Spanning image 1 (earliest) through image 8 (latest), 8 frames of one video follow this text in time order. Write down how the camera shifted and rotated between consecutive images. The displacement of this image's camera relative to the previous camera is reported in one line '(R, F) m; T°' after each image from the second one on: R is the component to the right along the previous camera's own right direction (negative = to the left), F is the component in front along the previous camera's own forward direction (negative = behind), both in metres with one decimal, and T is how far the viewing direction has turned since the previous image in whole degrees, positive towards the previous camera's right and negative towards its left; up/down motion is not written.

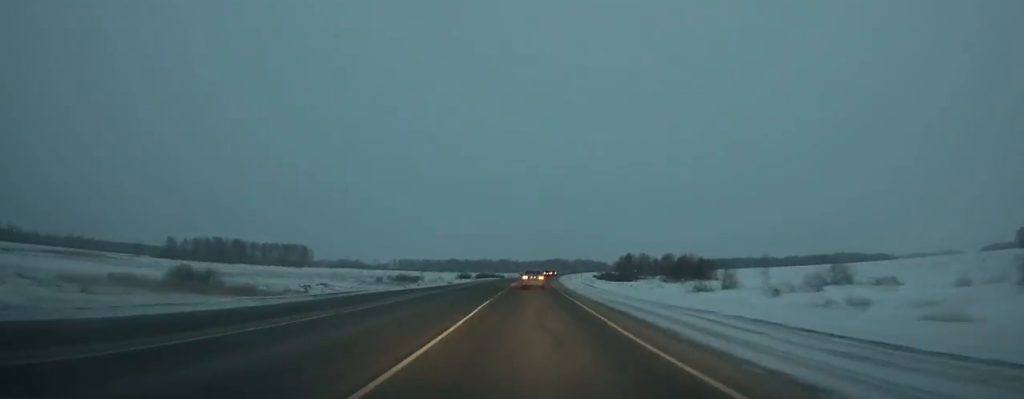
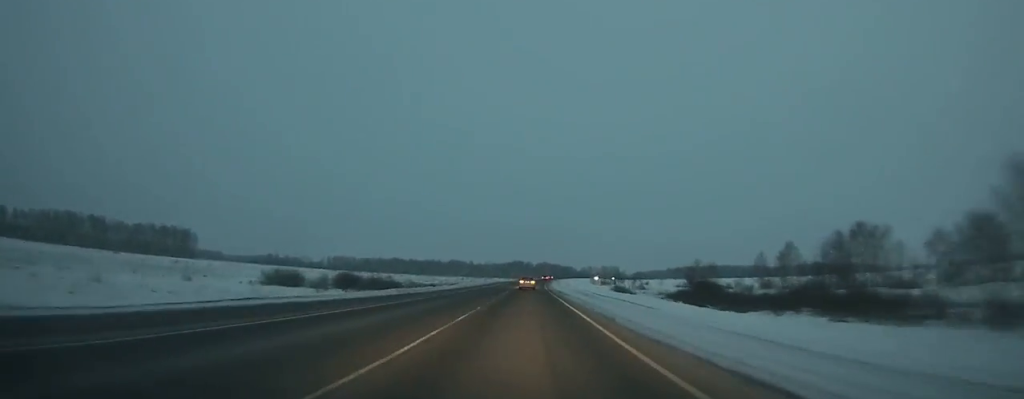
(+5.4, +158.0) m; +4°
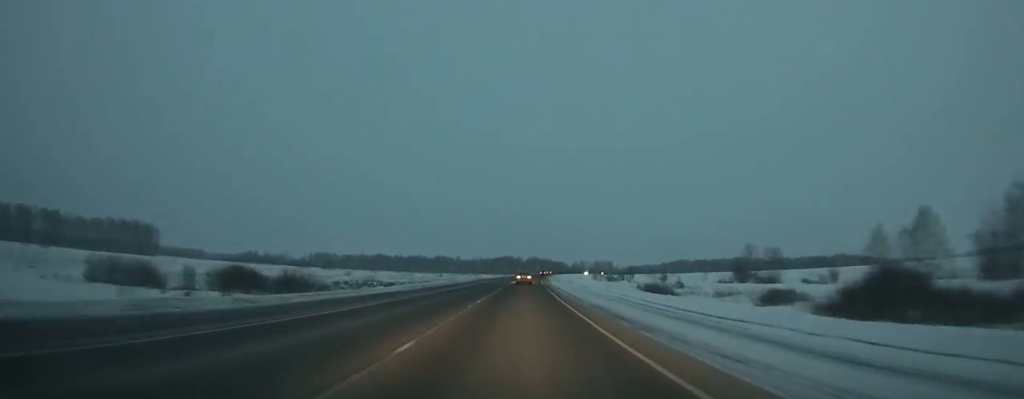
(+0.4, +38.0) m; +1°
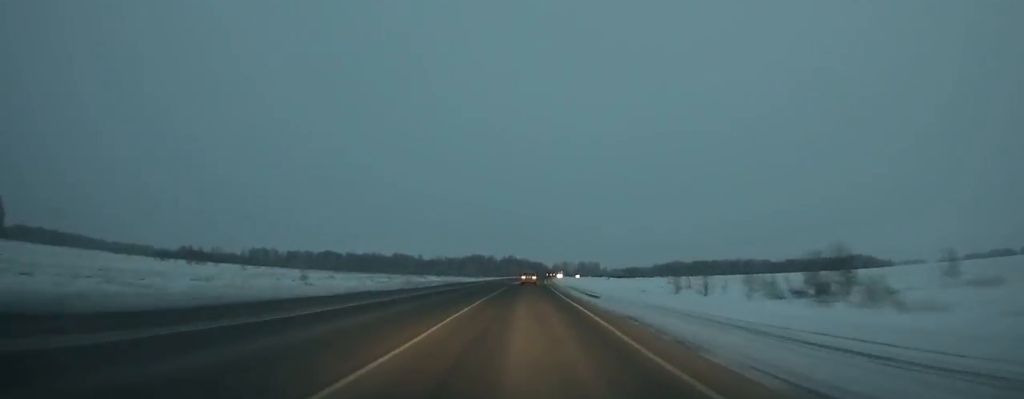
(+2.7, +127.5) m; +3°
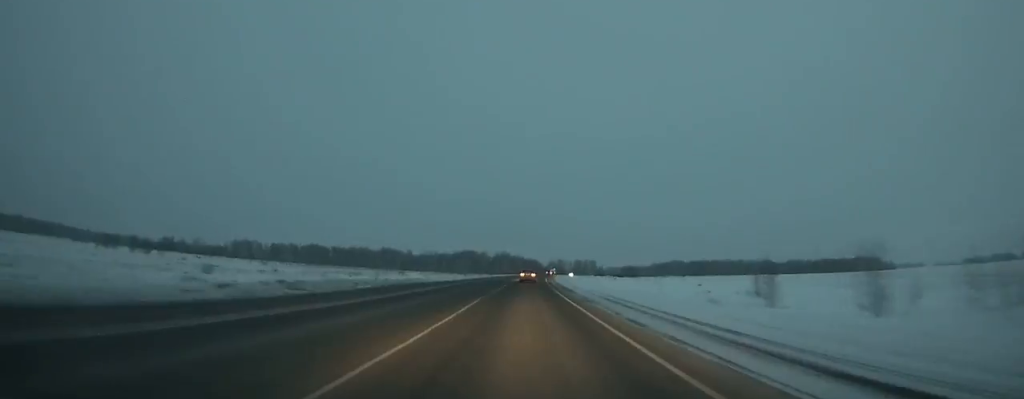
(+0.4, +30.6) m; +1°
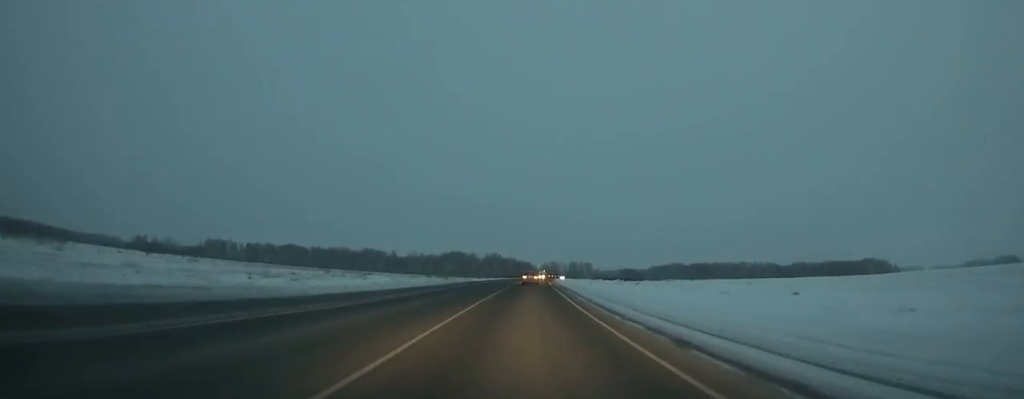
(+0.2, +43.3) m; +1°
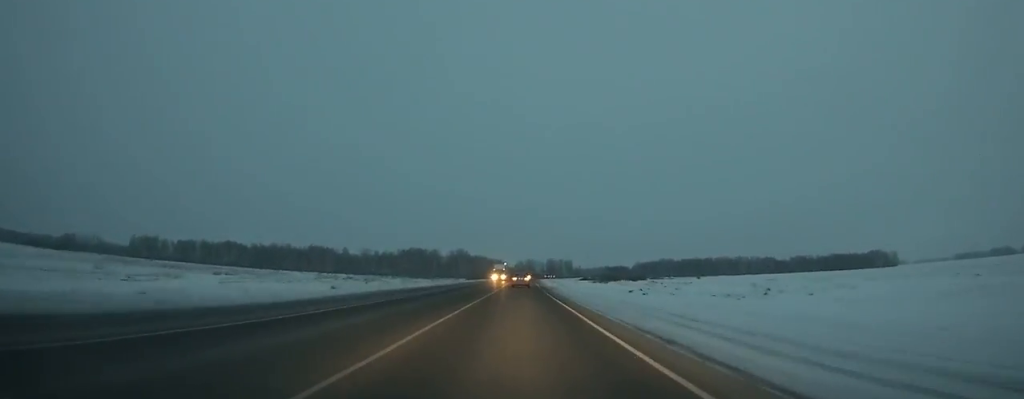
(+1.4, +81.9) m; +1°
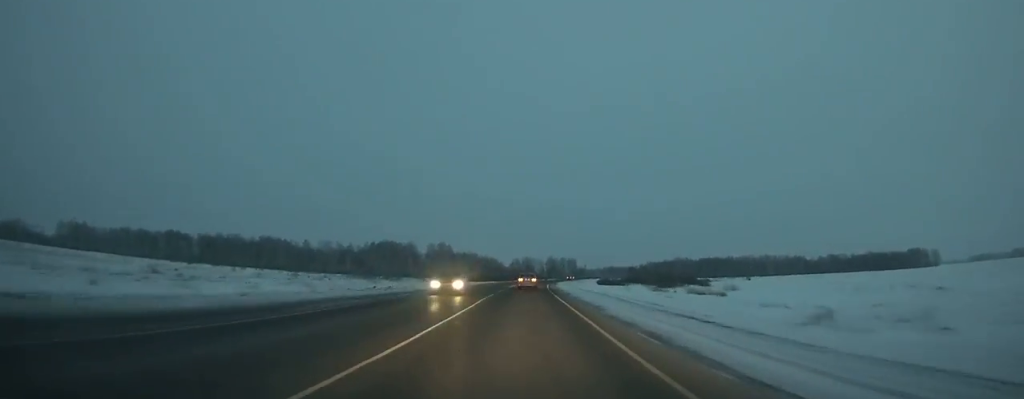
(+0.8, +92.6) m; +2°
